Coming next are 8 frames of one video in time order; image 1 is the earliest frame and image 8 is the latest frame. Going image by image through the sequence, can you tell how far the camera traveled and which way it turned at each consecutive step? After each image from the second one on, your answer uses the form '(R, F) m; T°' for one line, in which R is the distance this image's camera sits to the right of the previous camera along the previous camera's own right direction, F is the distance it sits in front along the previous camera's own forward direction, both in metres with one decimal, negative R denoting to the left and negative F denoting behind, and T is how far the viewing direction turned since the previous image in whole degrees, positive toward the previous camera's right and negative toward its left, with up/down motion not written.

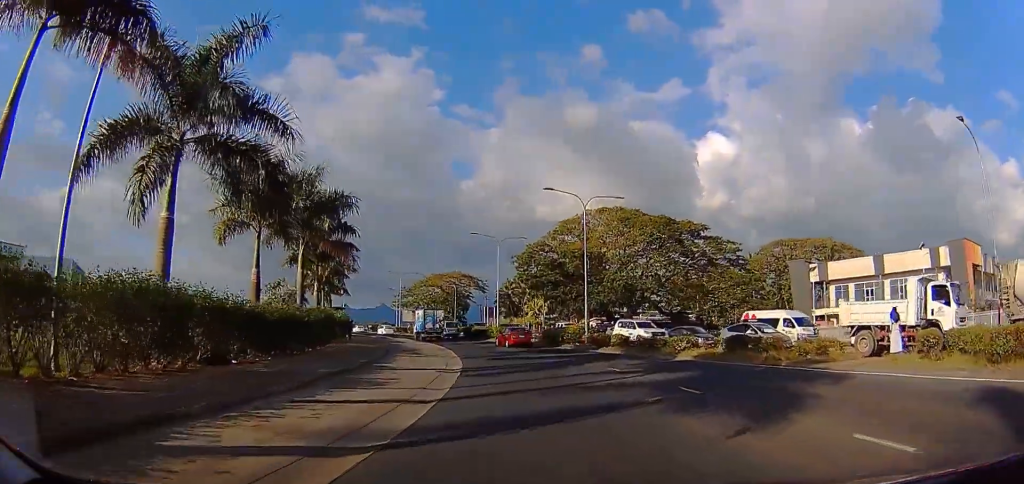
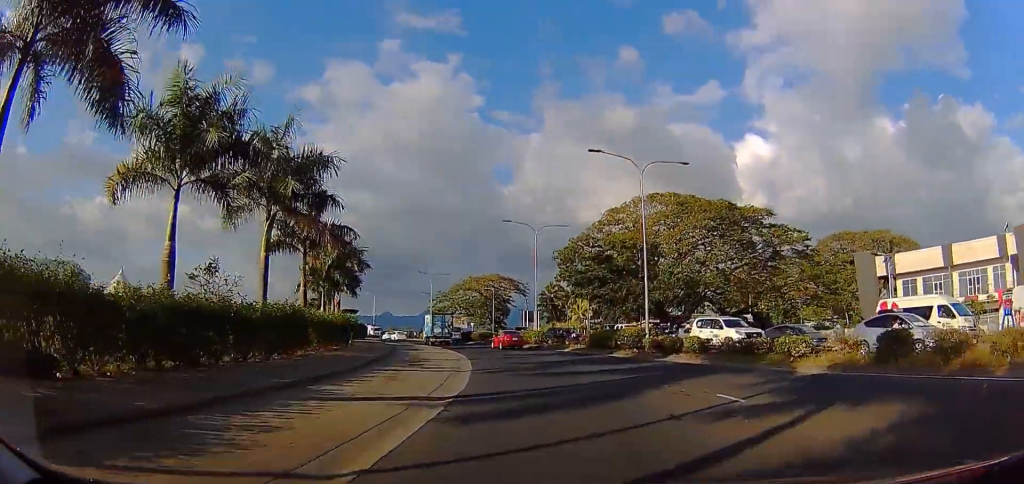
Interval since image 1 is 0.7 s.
(0.0, +8.5) m; -2°
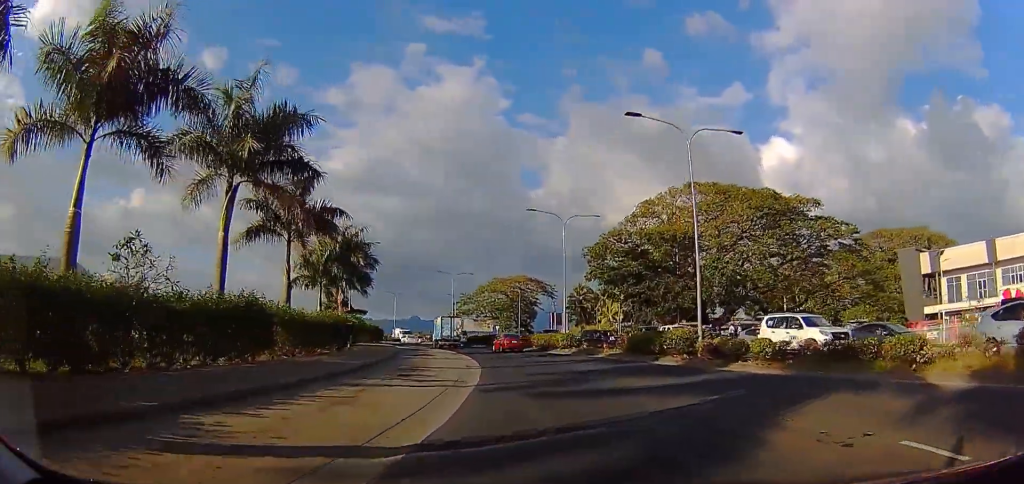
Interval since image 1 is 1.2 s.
(+0.1, +5.3) m; -5°
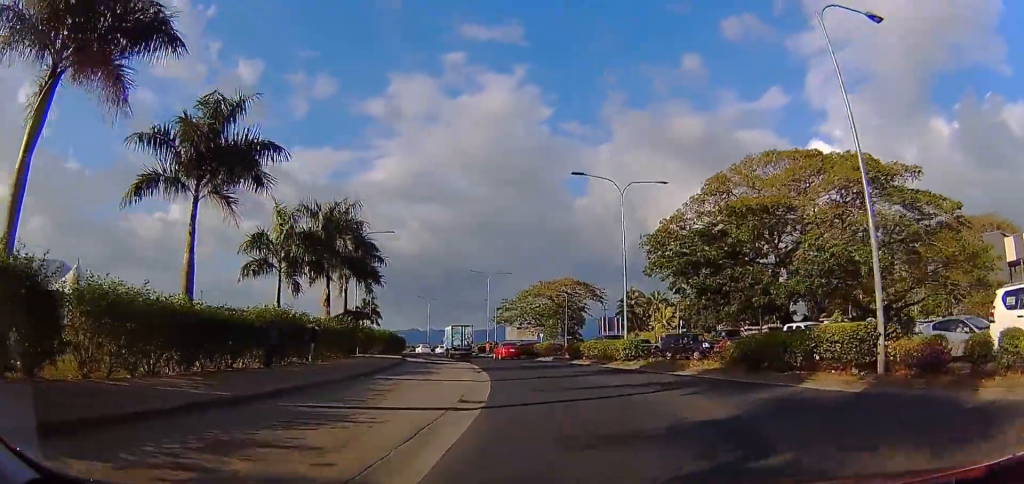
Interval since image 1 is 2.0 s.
(-0.9, +10.8) m; -9°
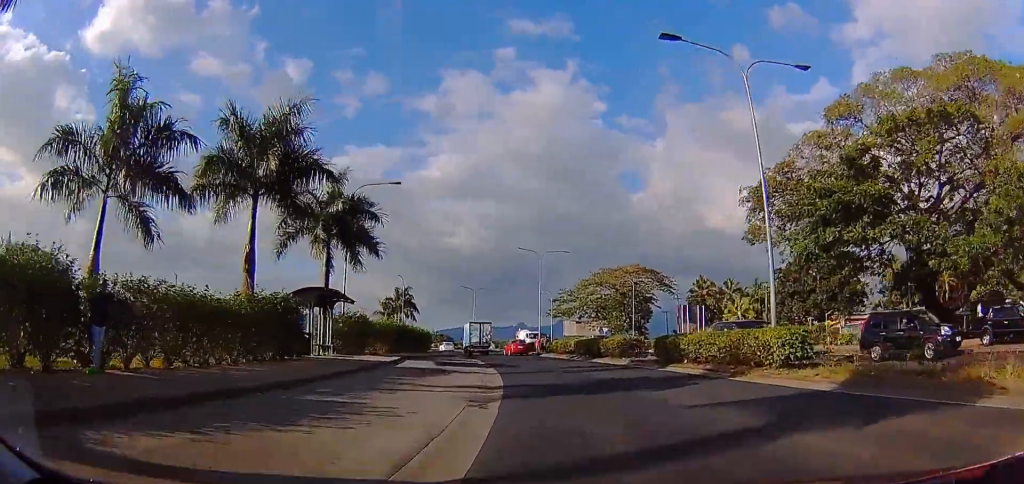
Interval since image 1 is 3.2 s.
(-1.3, +14.3) m; -5°
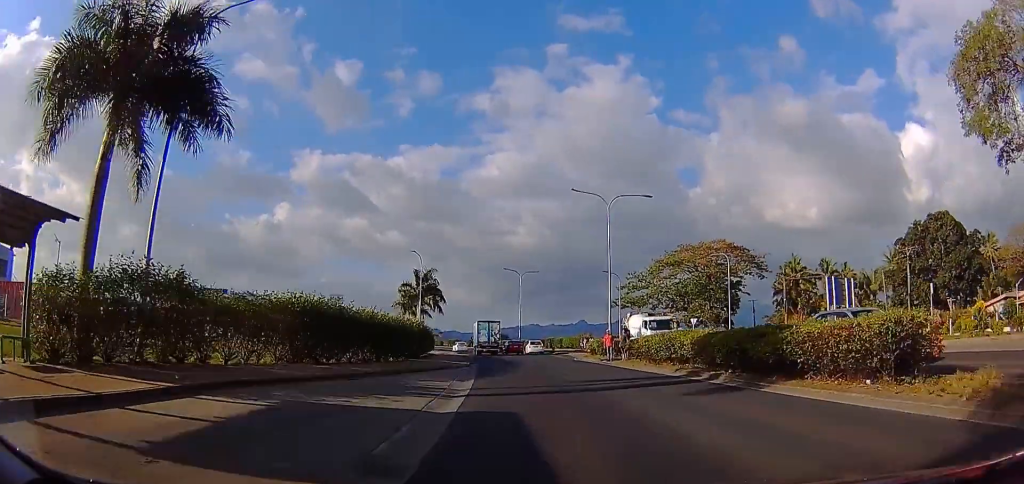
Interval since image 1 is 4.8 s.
(0.0, +21.0) m; 0°
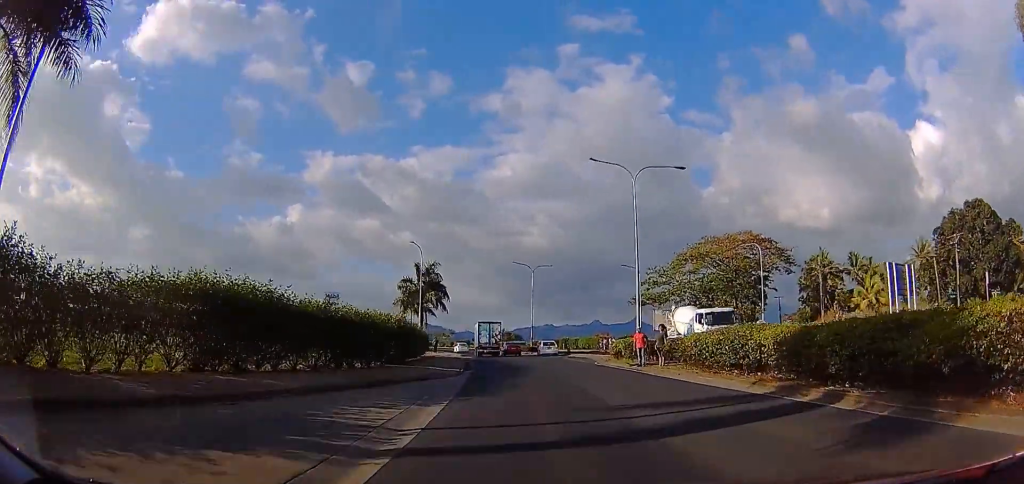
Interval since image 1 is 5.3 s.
(+0.1, +6.3) m; -1°
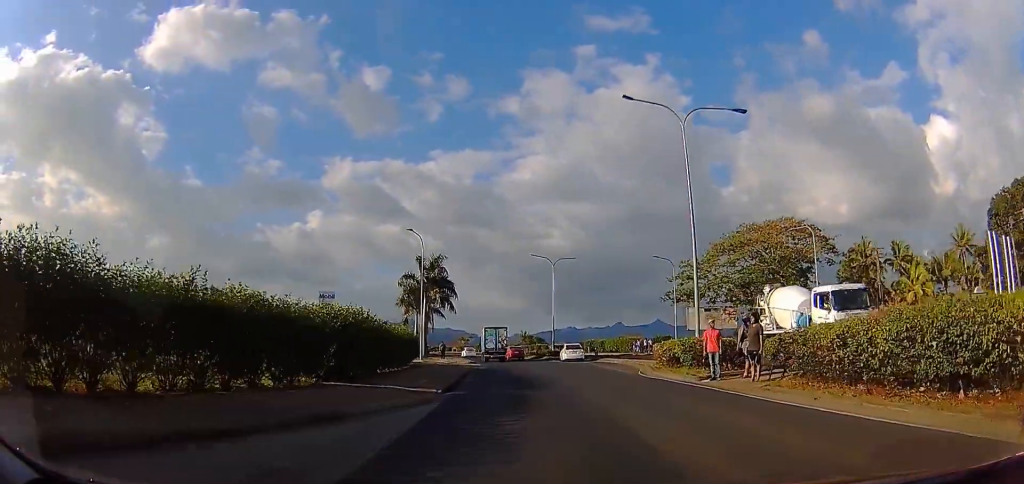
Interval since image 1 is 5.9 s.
(-0.1, +8.3) m; -2°
